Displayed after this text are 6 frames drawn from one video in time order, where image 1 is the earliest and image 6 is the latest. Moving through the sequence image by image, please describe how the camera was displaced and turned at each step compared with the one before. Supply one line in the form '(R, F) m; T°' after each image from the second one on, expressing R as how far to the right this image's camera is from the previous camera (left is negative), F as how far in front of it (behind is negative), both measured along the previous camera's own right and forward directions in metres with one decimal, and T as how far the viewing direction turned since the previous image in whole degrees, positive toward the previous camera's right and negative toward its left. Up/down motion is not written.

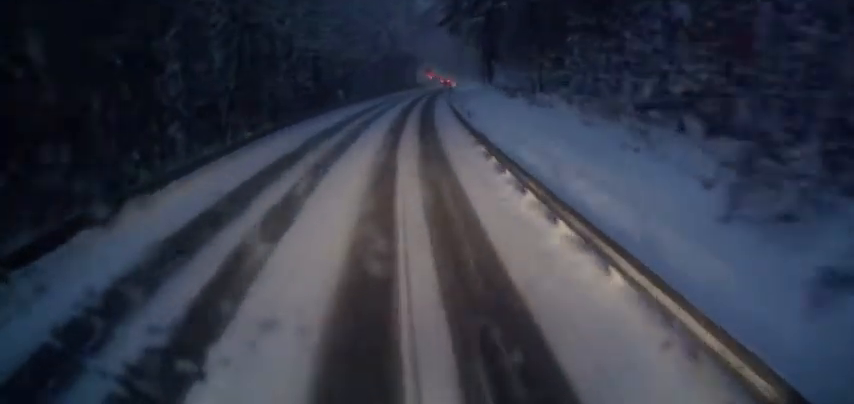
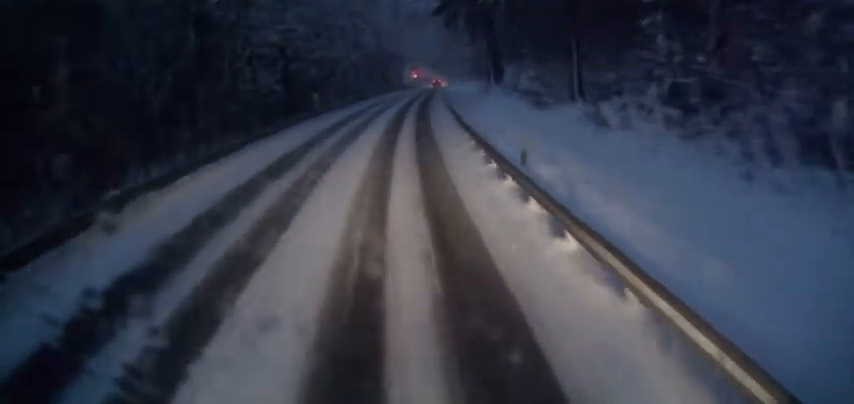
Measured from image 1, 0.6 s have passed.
(+0.3, +9.4) m; +2°
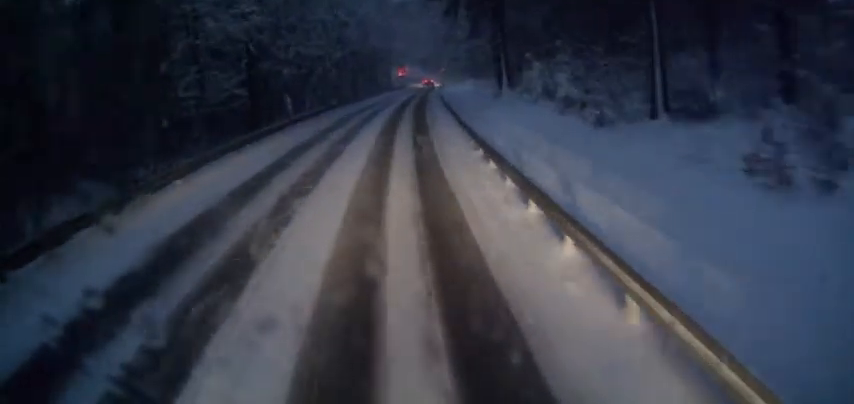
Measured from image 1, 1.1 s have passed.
(+0.2, +8.9) m; +1°
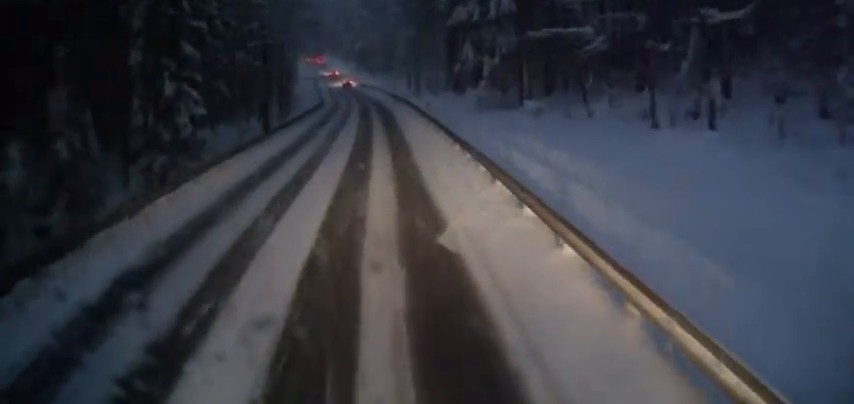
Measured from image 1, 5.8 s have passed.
(+6.0, +70.0) m; +8°
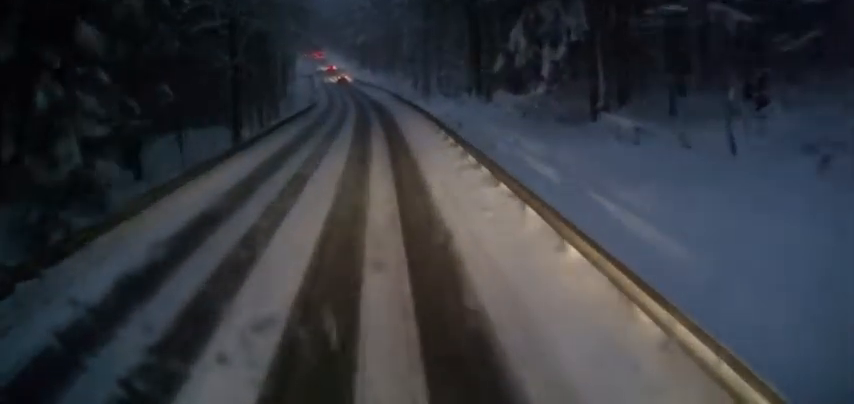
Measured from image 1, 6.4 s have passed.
(0.0, +9.6) m; 0°
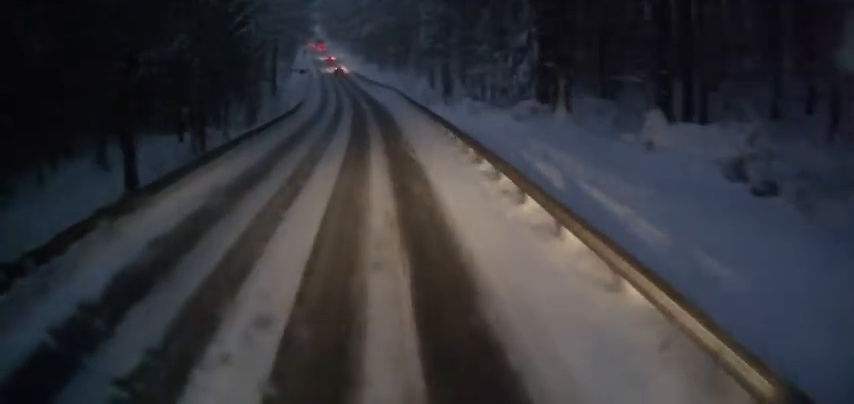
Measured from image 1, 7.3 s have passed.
(0.0, +14.5) m; 0°
